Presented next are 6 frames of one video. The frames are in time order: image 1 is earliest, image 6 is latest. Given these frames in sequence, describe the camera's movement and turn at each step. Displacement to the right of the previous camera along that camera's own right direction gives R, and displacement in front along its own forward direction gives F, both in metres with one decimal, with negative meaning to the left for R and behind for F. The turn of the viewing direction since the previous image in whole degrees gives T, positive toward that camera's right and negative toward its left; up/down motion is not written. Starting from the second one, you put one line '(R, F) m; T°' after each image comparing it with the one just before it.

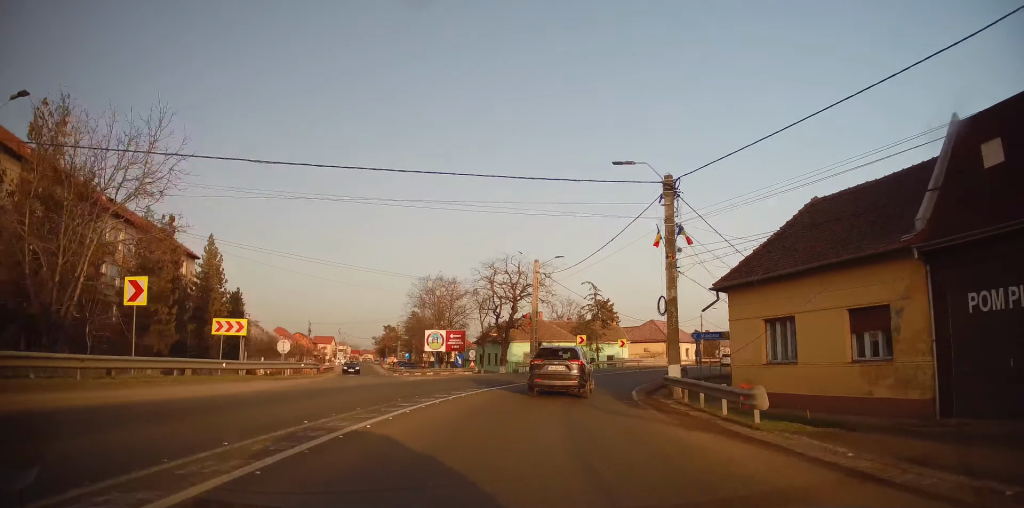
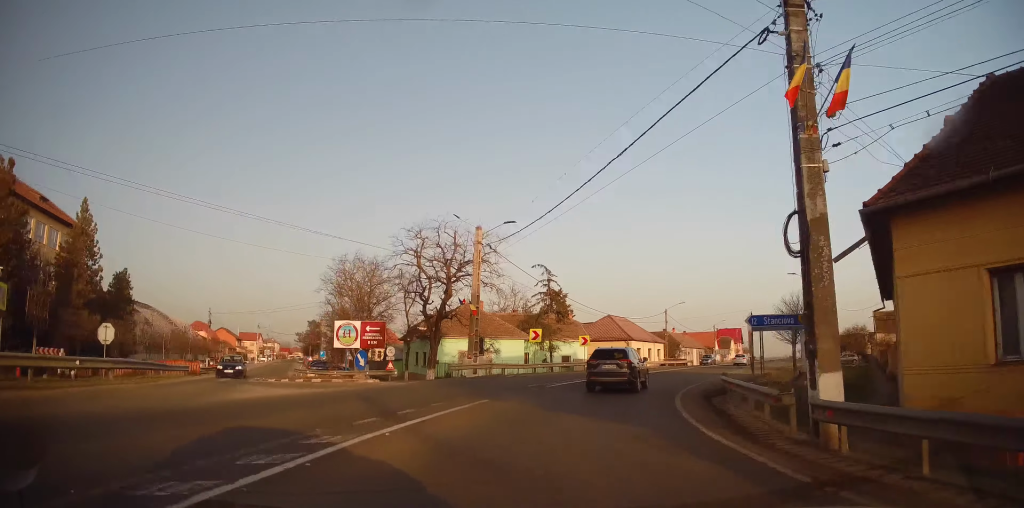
(+0.6, +13.5) m; +5°
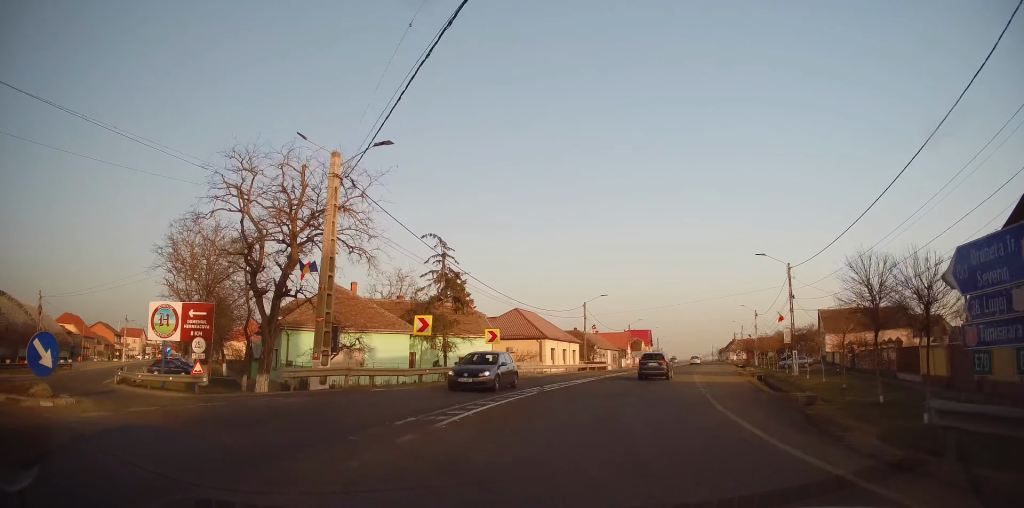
(+0.9, +15.8) m; +9°
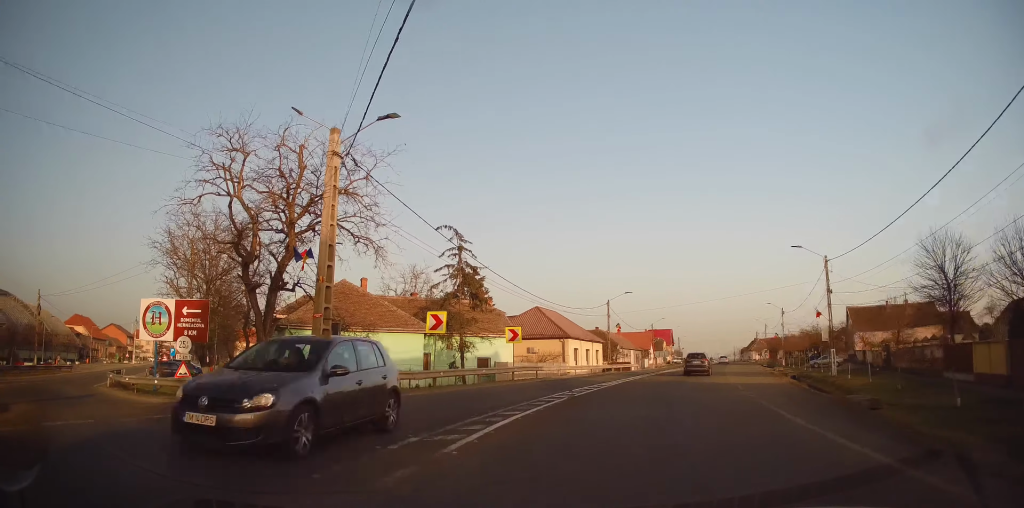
(+0.3, +3.4) m; +1°
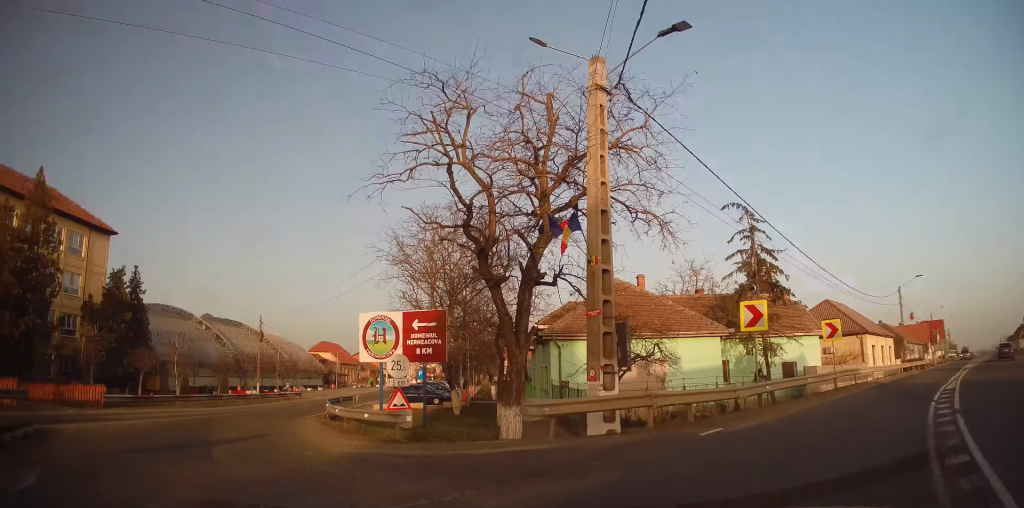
(-0.6, +7.0) m; -20°
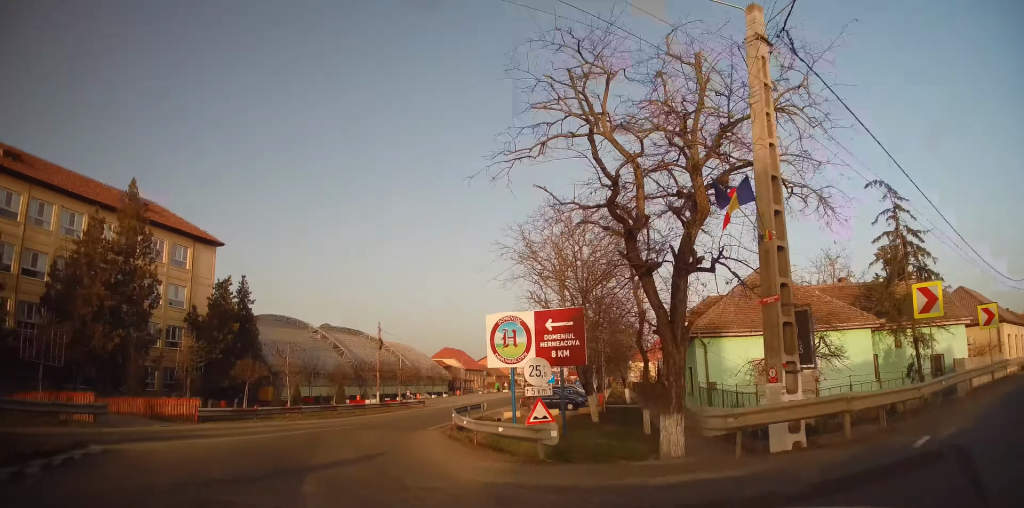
(-0.1, +2.0) m; -10°
